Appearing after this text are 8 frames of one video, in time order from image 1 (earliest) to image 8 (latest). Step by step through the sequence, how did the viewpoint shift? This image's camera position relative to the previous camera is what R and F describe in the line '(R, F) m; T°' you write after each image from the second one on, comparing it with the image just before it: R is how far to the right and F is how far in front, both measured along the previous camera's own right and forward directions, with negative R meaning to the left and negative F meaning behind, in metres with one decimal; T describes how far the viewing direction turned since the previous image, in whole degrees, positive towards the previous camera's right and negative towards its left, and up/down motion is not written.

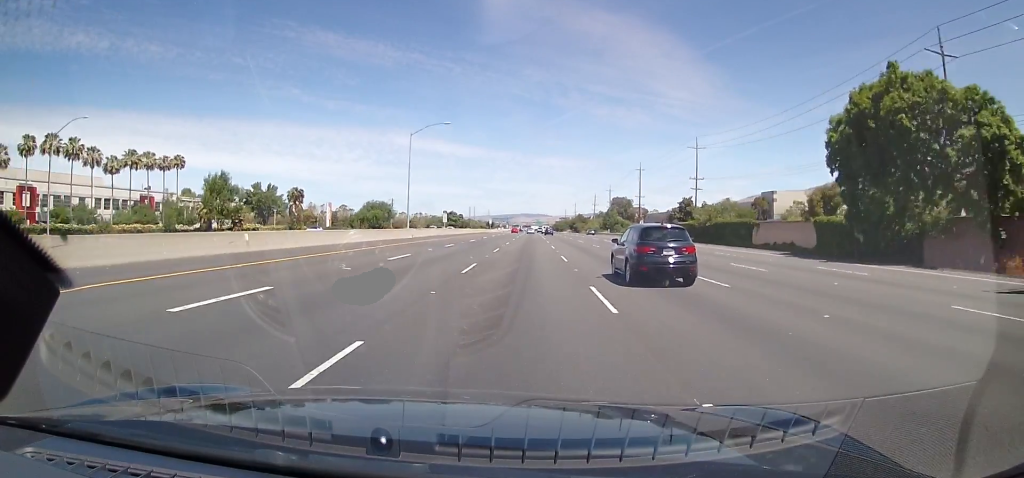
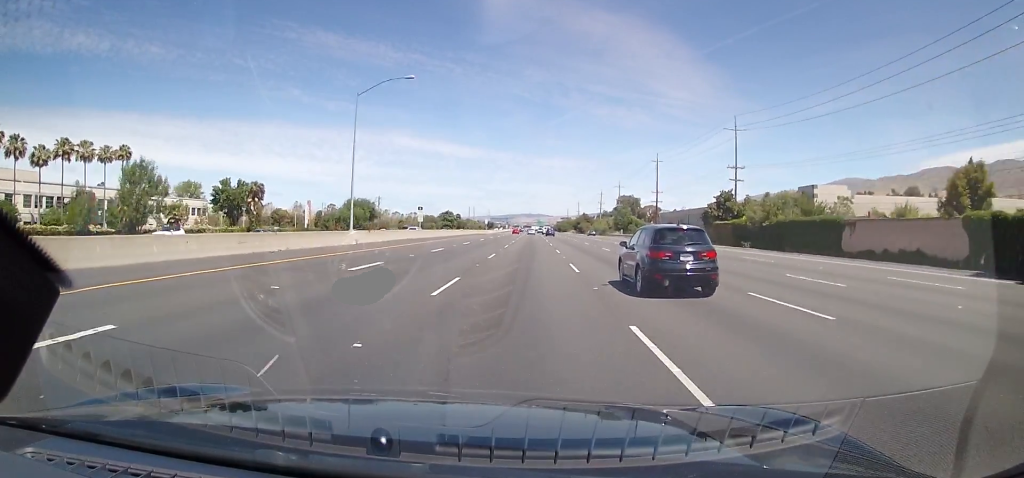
(0.0, +21.0) m; 0°
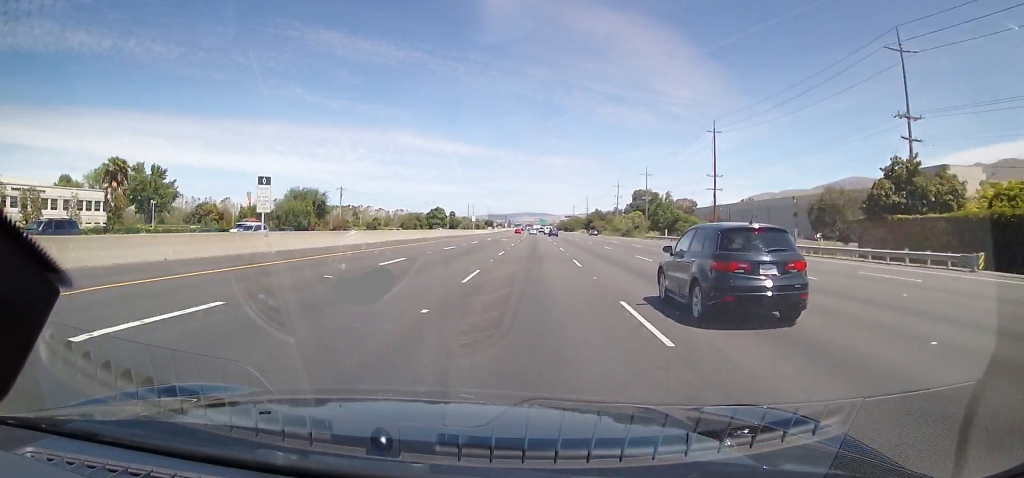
(0.0, +42.7) m; 0°
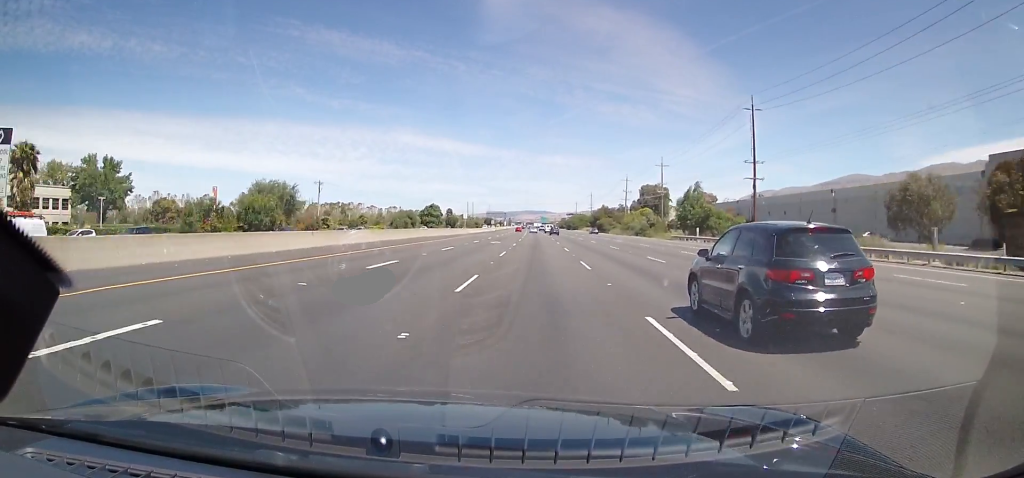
(+0.1, +17.2) m; 0°
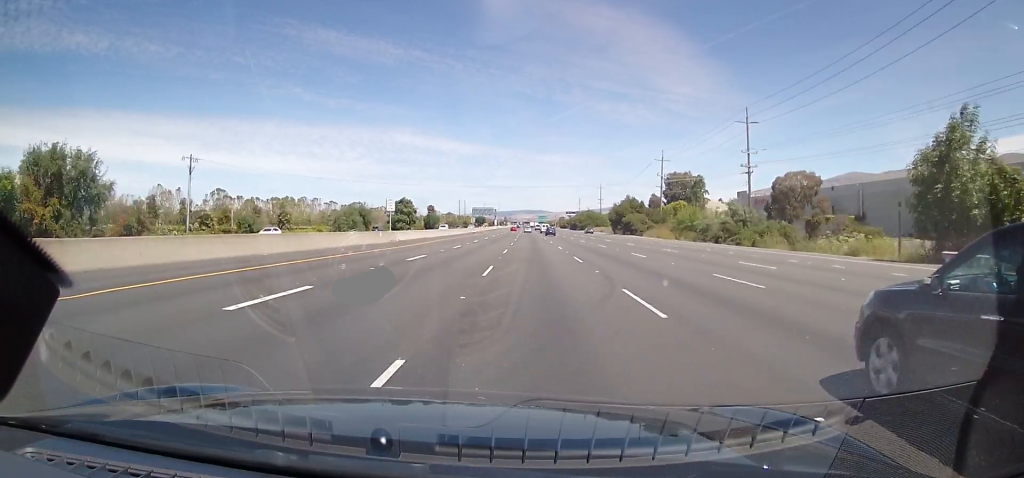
(-0.3, +56.9) m; 0°
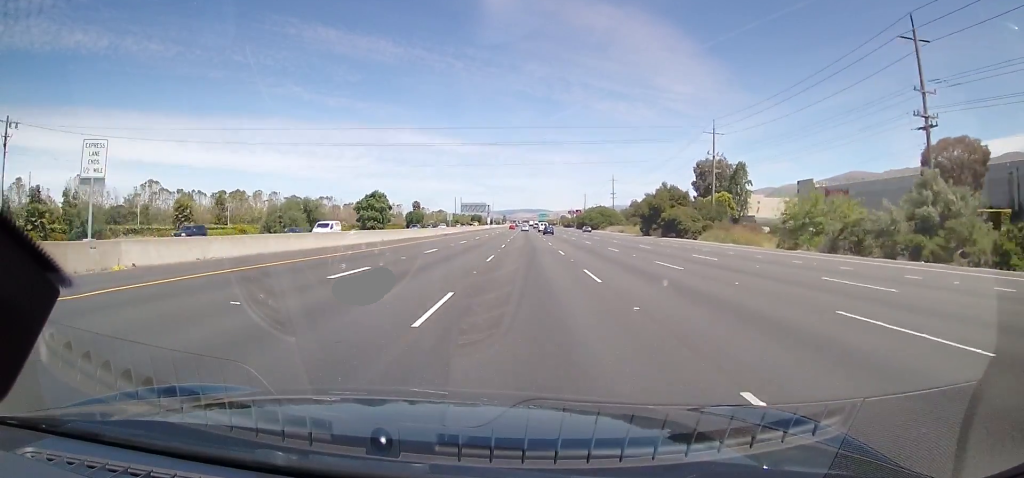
(+0.2, +39.5) m; 0°
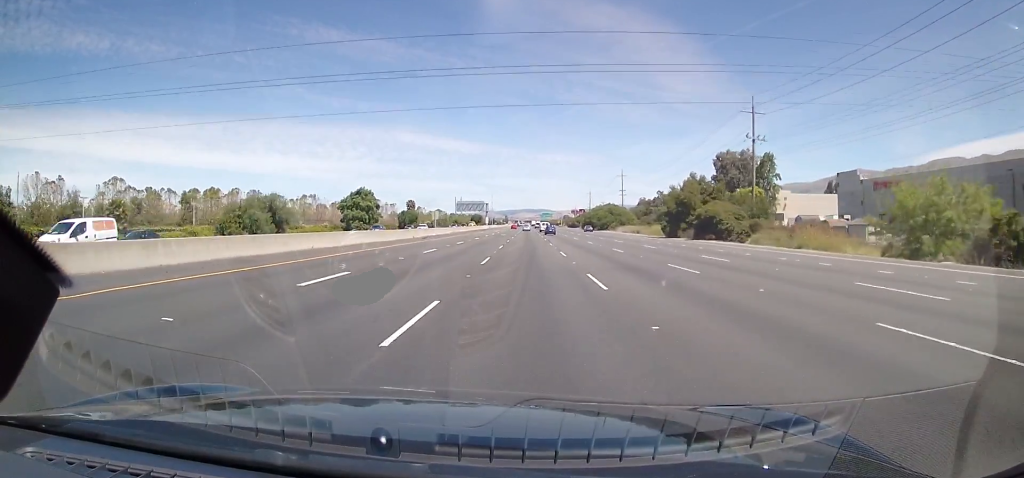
(-0.1, +17.4) m; 0°
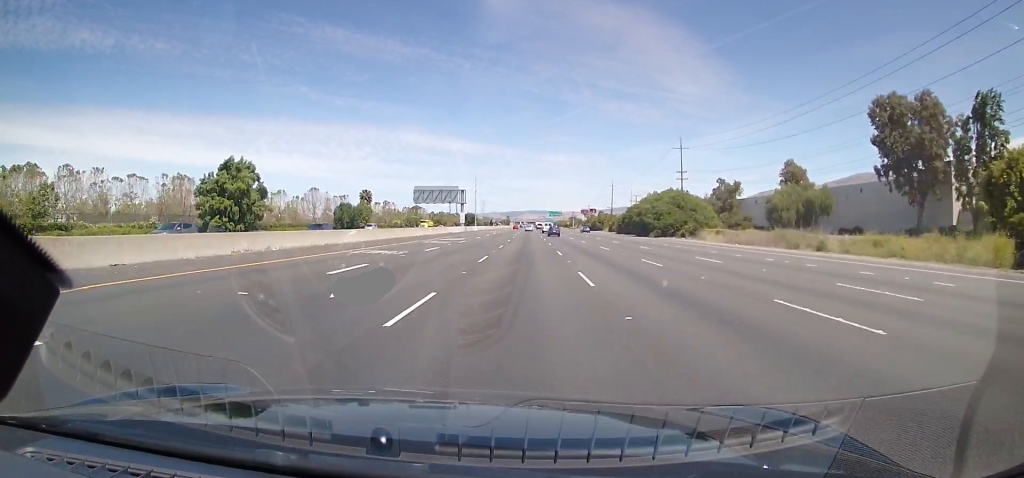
(-0.2, +74.7) m; 0°
